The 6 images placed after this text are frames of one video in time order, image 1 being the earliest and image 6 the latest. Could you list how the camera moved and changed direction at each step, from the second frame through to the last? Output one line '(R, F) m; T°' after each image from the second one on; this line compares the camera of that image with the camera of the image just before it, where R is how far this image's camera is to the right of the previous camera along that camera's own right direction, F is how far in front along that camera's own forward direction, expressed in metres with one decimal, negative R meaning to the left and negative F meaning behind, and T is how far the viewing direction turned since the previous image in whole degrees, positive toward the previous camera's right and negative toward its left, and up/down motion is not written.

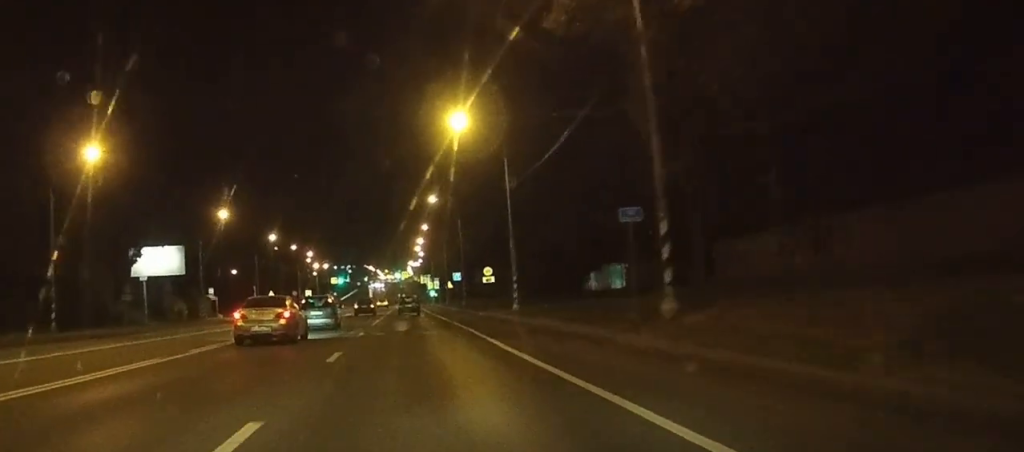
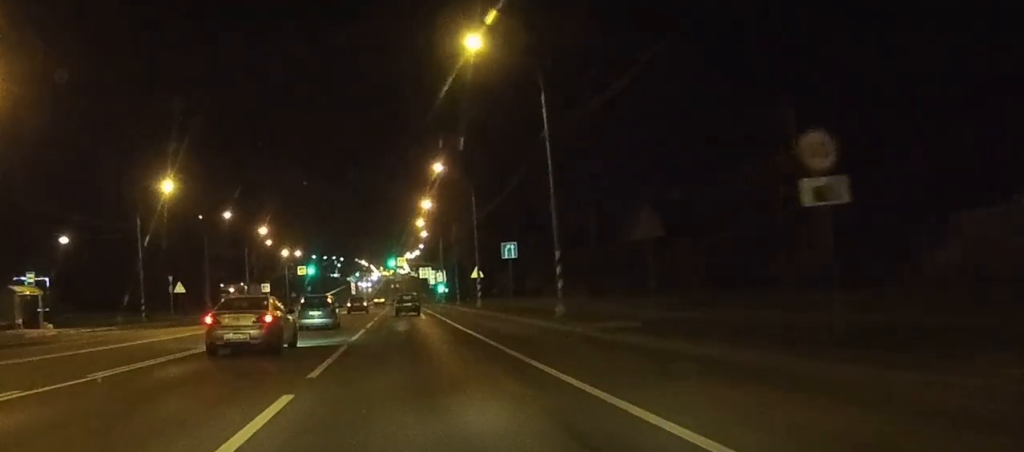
(+0.4, +55.9) m; +1°
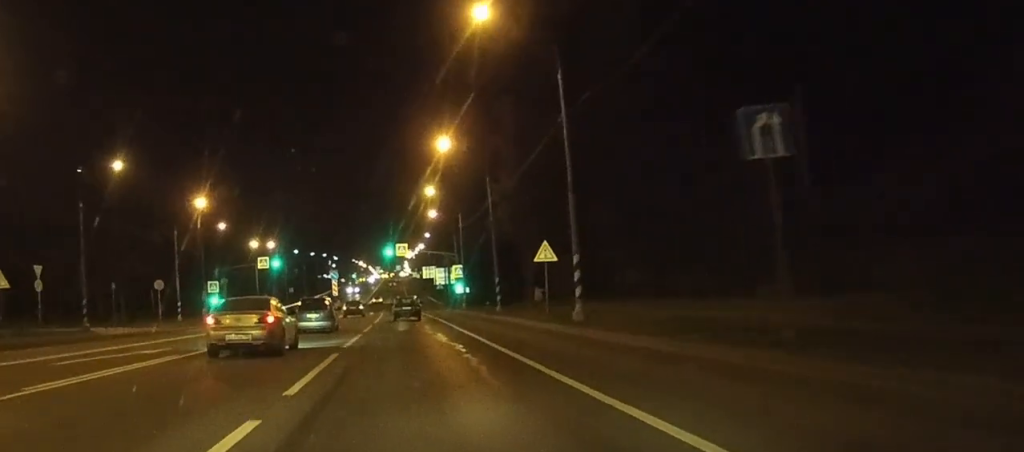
(0.0, +39.0) m; 0°
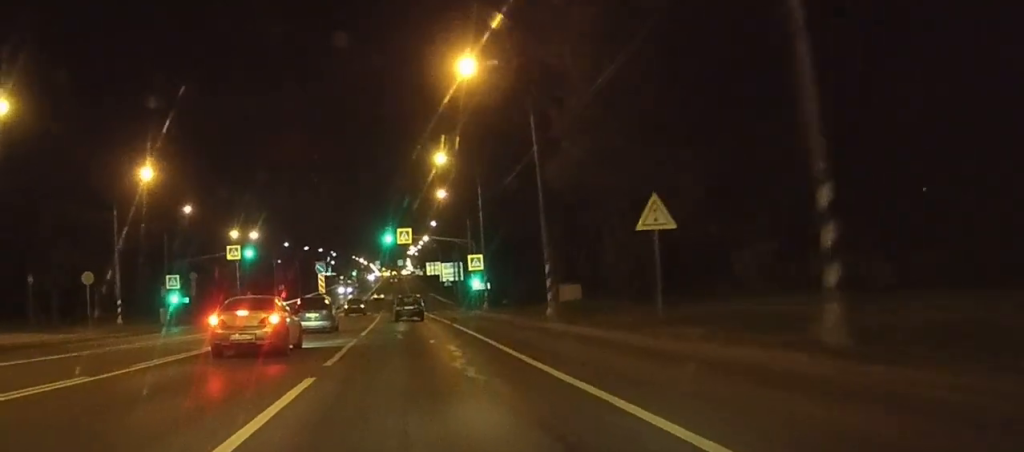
(0.0, +18.7) m; 0°
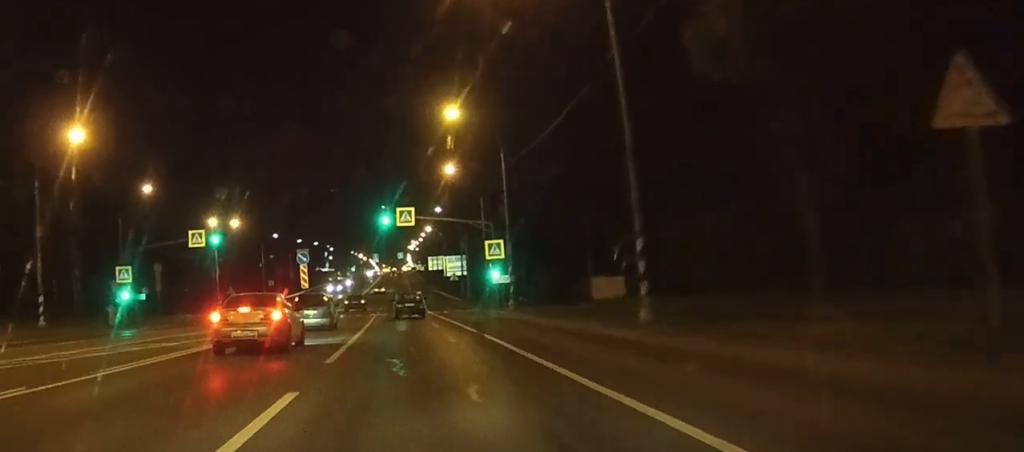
(0.0, +14.7) m; 0°
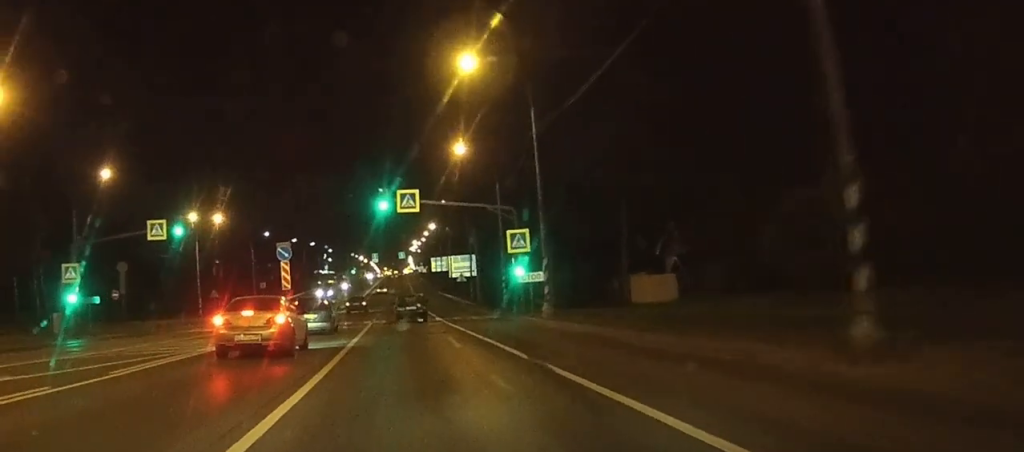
(0.0, +11.4) m; 0°
